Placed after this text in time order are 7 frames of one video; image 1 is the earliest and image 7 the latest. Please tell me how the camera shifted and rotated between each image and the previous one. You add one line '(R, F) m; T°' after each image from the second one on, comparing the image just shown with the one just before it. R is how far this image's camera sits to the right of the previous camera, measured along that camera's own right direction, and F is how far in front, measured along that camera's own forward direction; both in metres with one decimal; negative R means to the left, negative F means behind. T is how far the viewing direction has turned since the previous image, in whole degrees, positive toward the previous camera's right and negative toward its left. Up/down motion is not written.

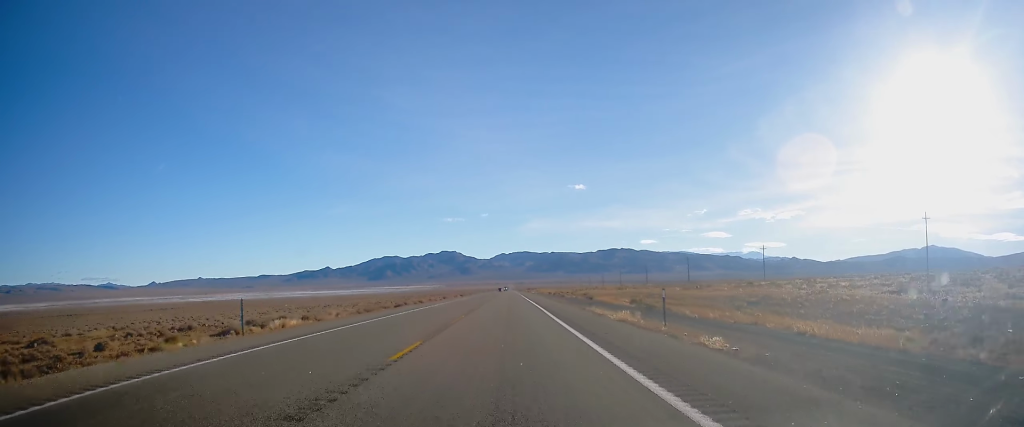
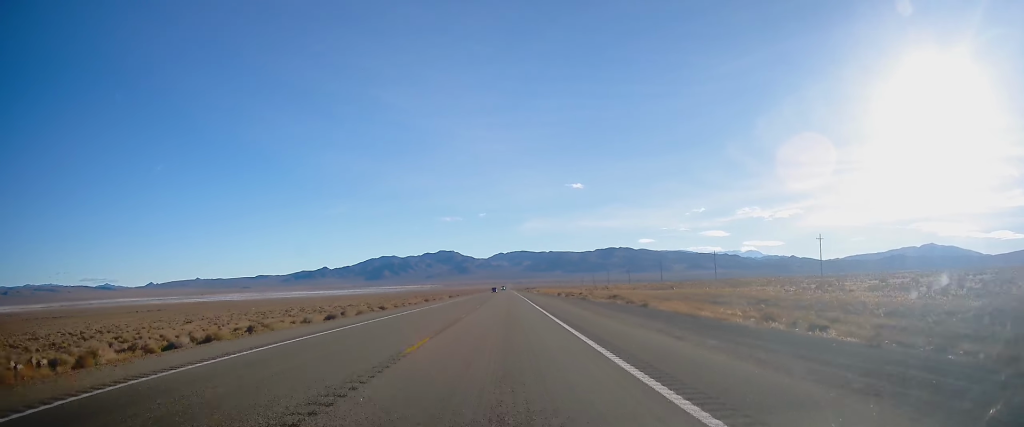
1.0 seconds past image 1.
(-0.4, +35.4) m; 0°
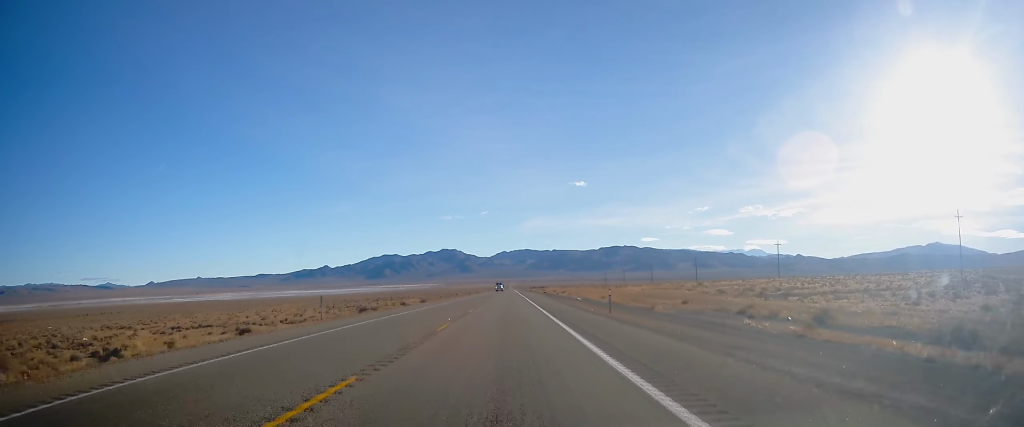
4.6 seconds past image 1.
(-0.2, +127.5) m; 0°
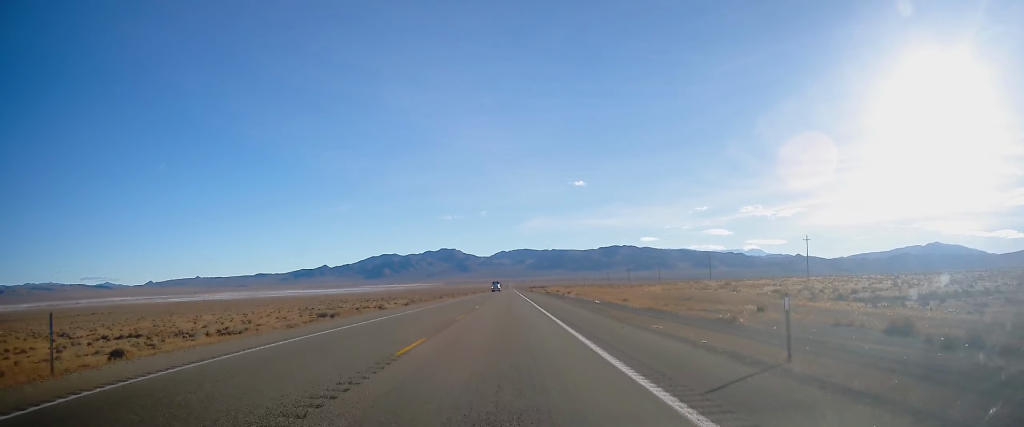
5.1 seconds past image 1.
(+0.1, +18.0) m; 0°
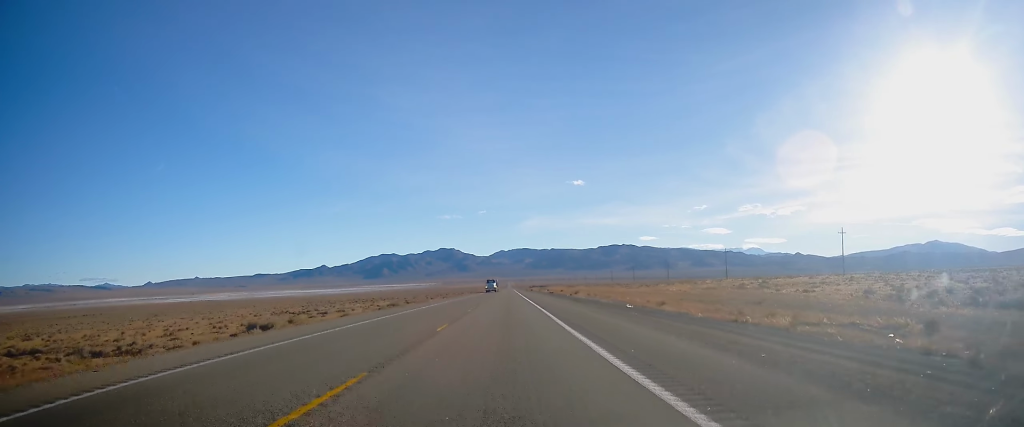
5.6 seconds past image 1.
(0.0, +18.0) m; 0°
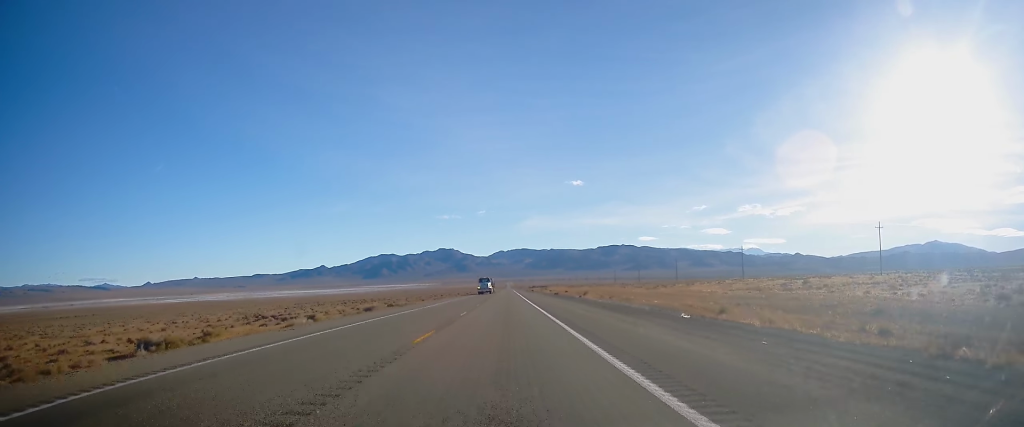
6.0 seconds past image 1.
(+0.1, +15.6) m; 0°
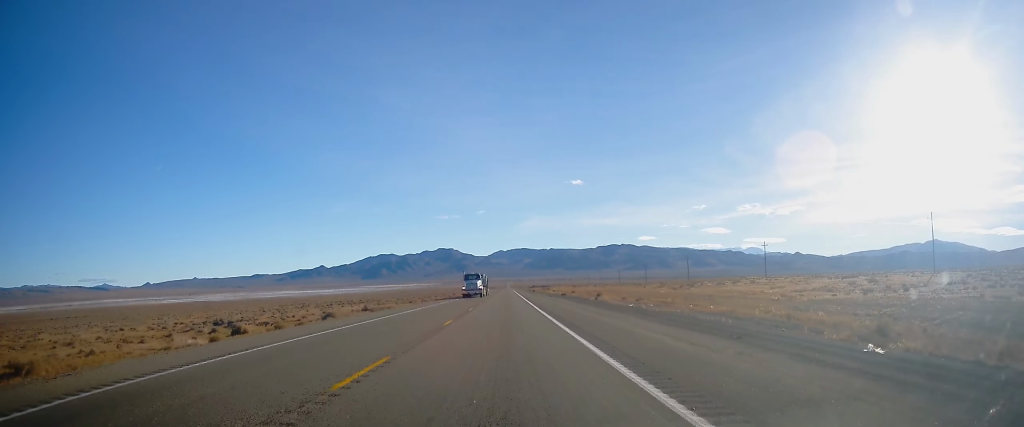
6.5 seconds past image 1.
(-0.2, +18.2) m; 0°
